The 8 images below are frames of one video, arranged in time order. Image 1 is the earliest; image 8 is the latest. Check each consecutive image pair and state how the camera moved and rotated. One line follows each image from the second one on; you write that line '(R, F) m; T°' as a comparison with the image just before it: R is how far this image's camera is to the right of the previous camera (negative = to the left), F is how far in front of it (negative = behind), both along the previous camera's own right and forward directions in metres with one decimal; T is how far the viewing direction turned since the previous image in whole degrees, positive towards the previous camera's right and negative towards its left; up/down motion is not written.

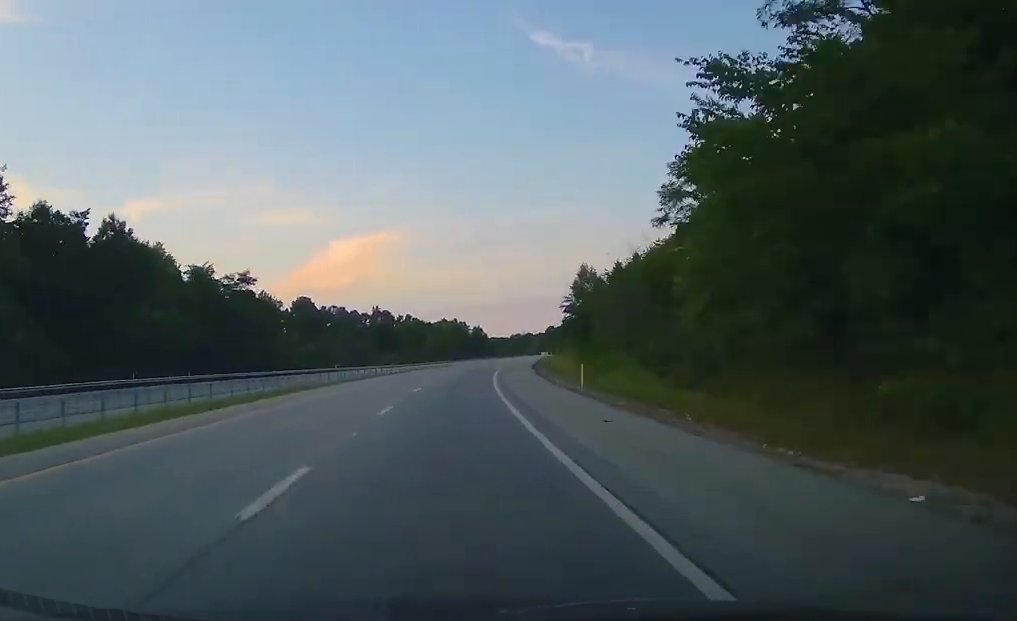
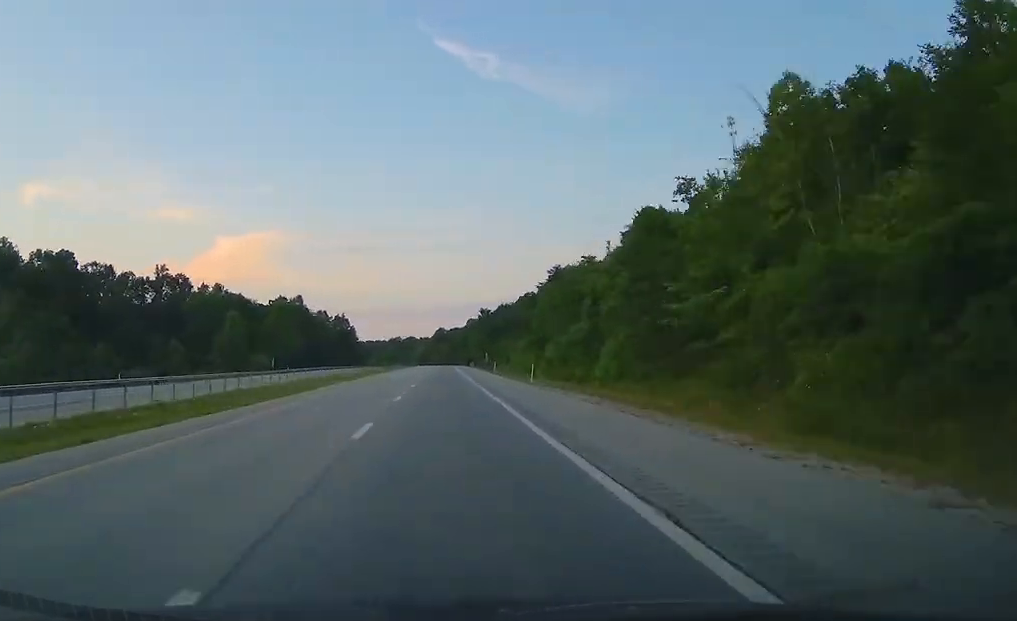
(+9.1, +135.9) m; +5°
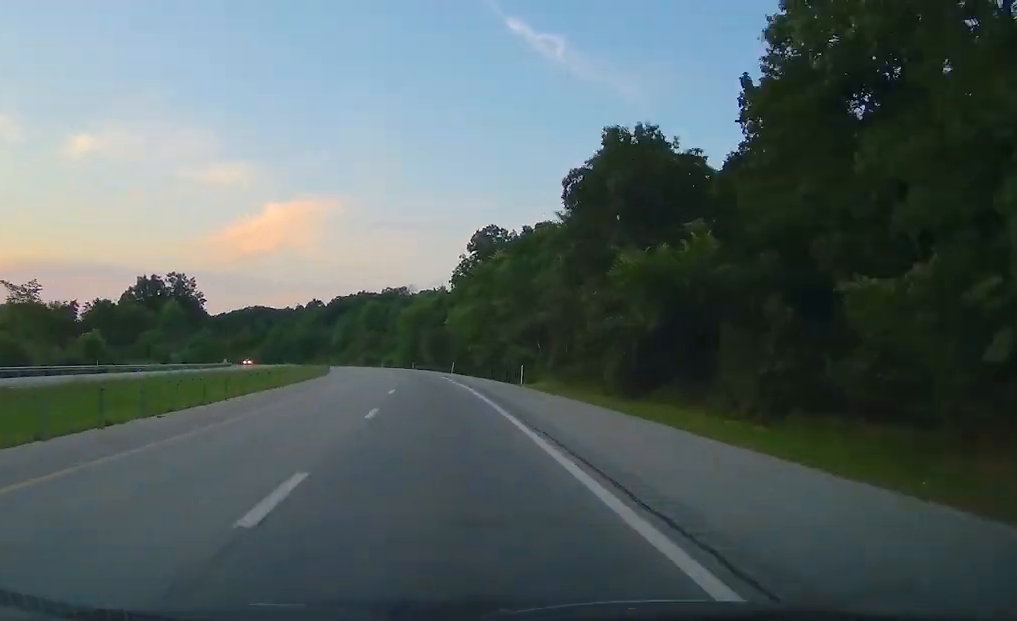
(+1.3, +326.6) m; -7°
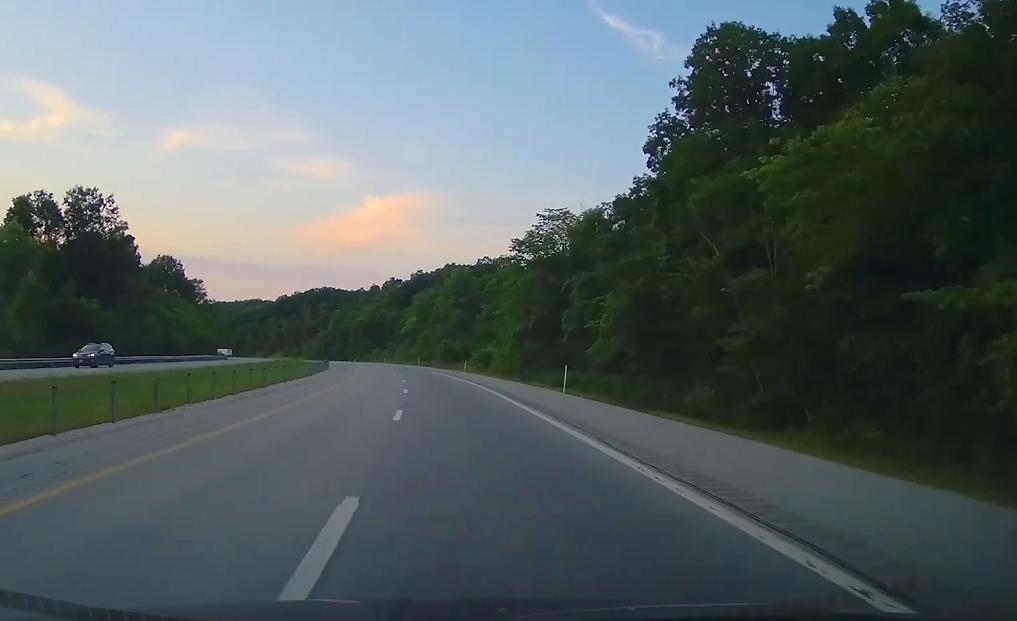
(-7.7, +85.5) m; -8°
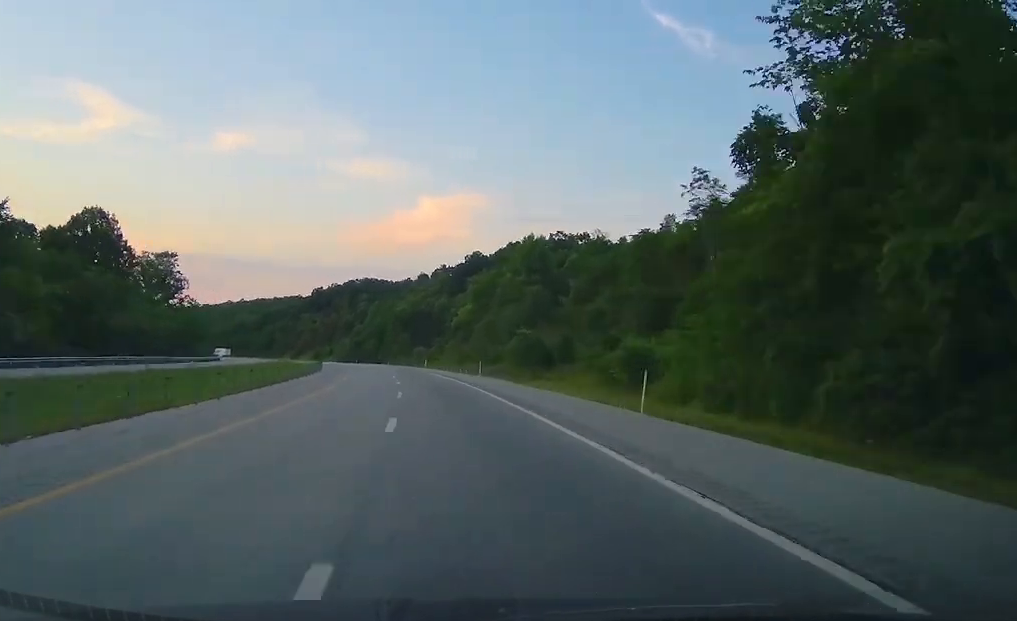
(-0.3, +51.3) m; -5°
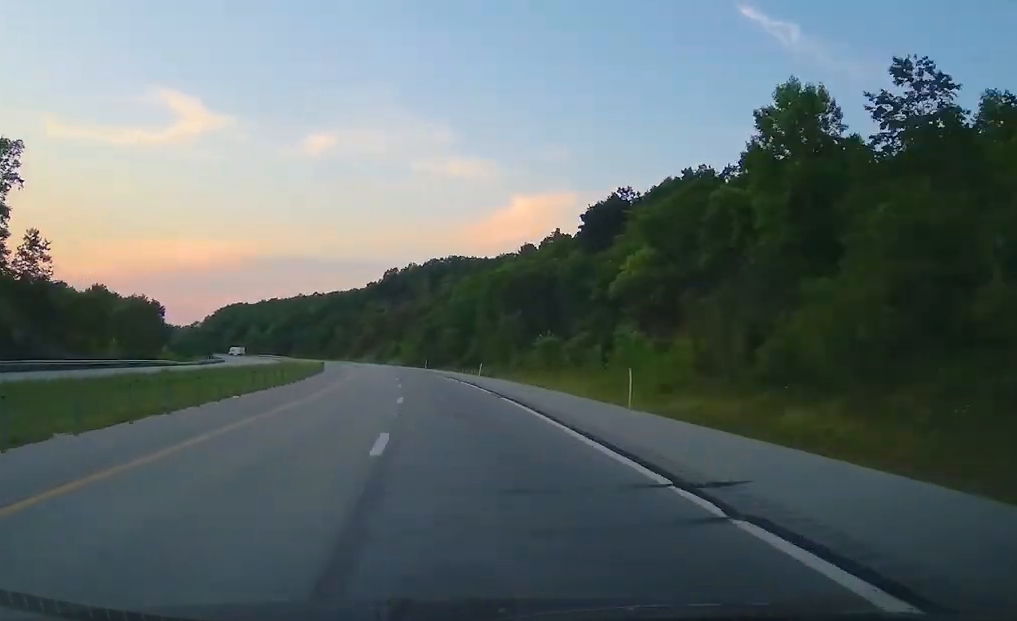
(-7.6, +77.8) m; -8°
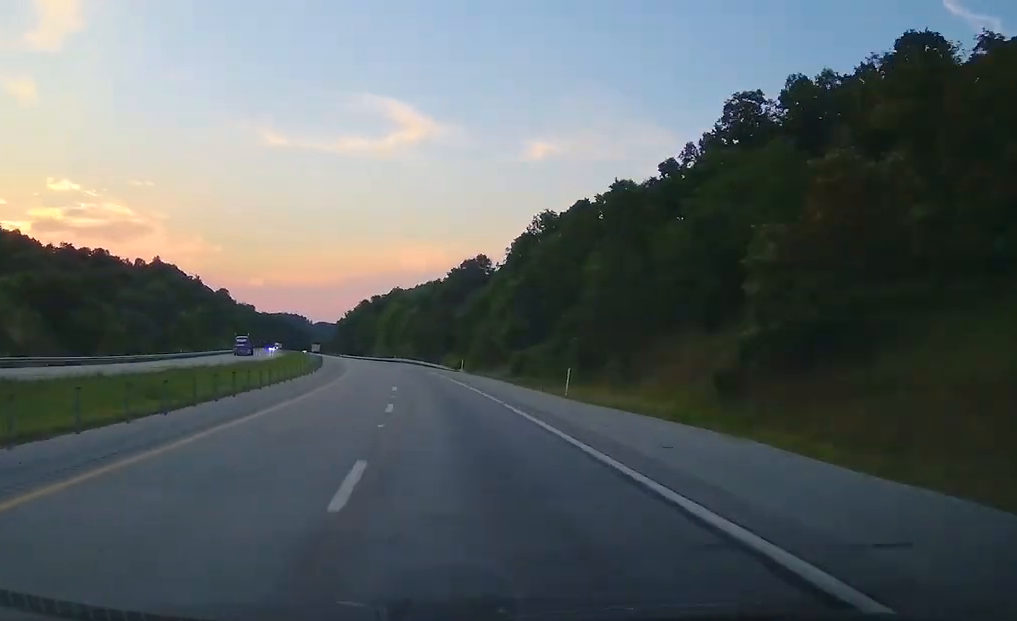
(-30.3, +192.0) m; -18°
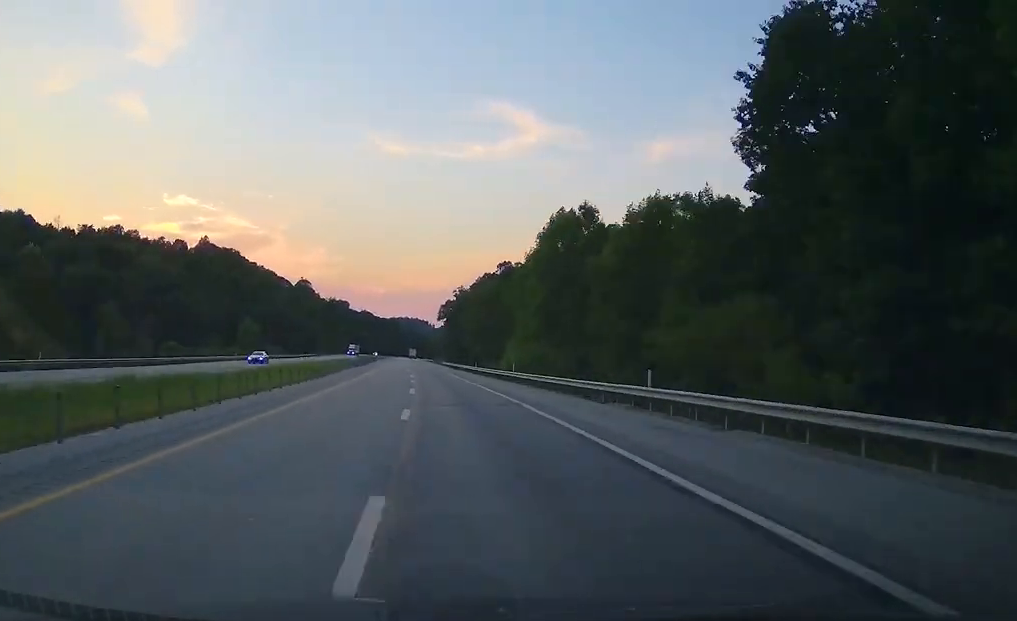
(-10.9, +119.9) m; -6°
